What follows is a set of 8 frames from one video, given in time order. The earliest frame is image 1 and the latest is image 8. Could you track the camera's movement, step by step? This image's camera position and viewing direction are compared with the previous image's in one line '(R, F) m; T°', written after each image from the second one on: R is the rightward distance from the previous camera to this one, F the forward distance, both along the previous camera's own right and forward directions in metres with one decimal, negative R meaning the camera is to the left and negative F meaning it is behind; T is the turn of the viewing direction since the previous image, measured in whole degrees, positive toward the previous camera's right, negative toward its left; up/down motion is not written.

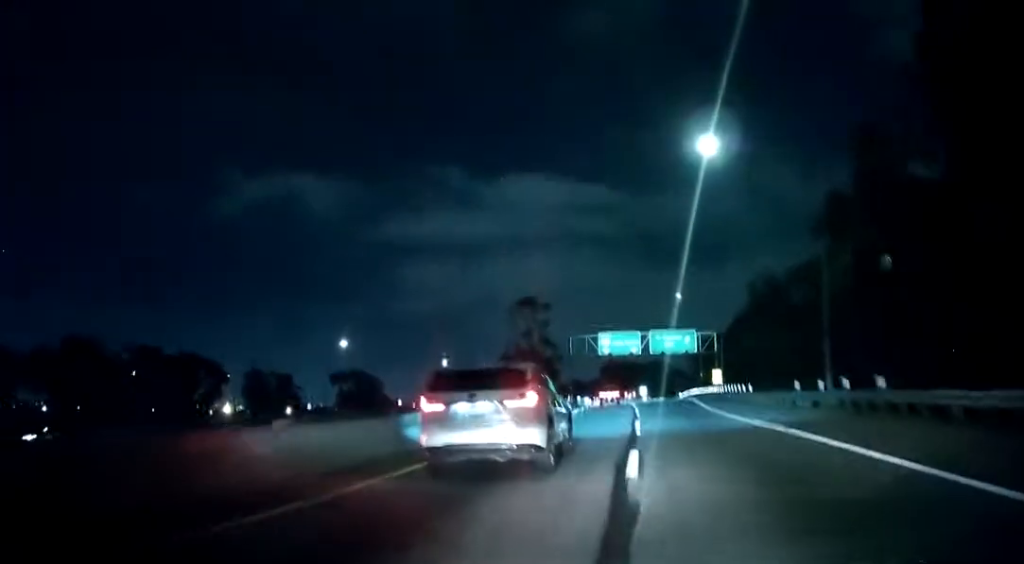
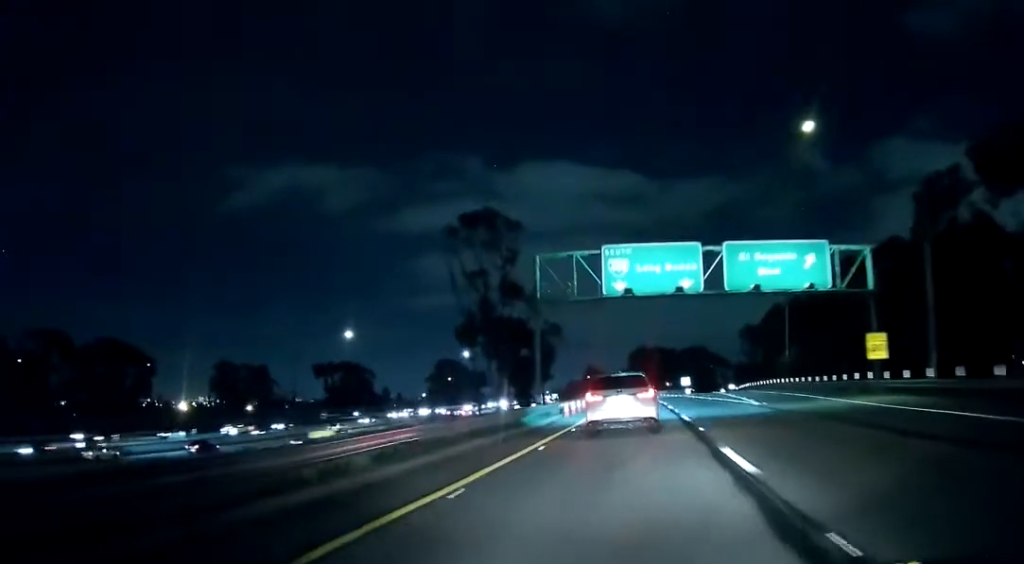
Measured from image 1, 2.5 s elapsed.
(-2.5, +58.6) m; -4°
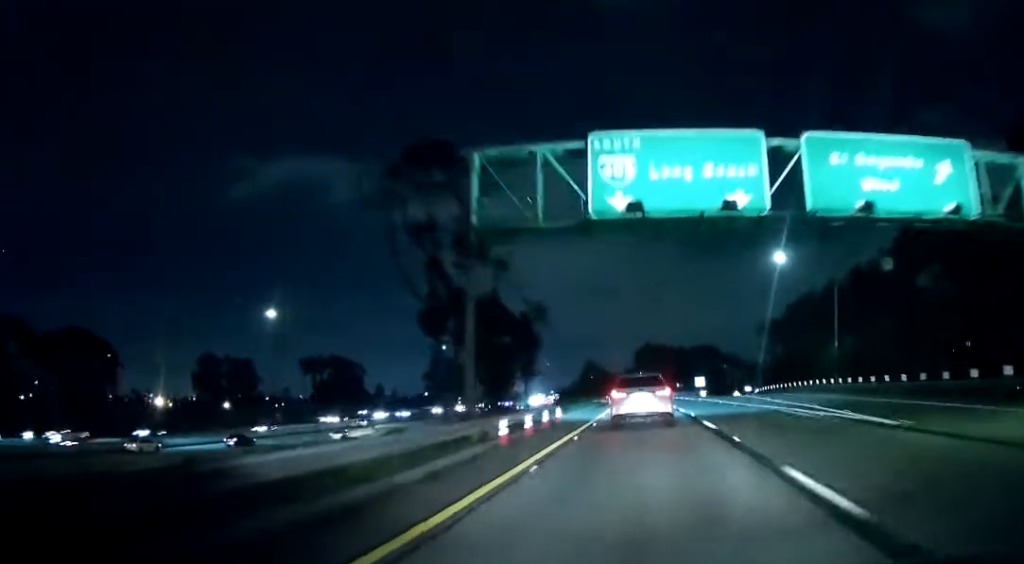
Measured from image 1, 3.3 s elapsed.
(0.0, +18.7) m; 0°
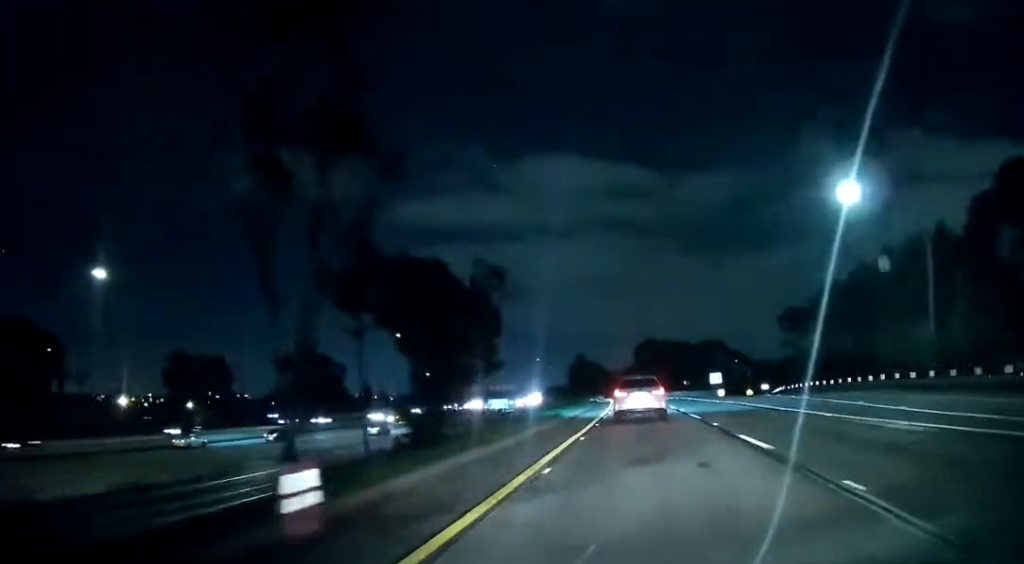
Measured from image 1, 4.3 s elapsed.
(0.0, +23.0) m; 0°
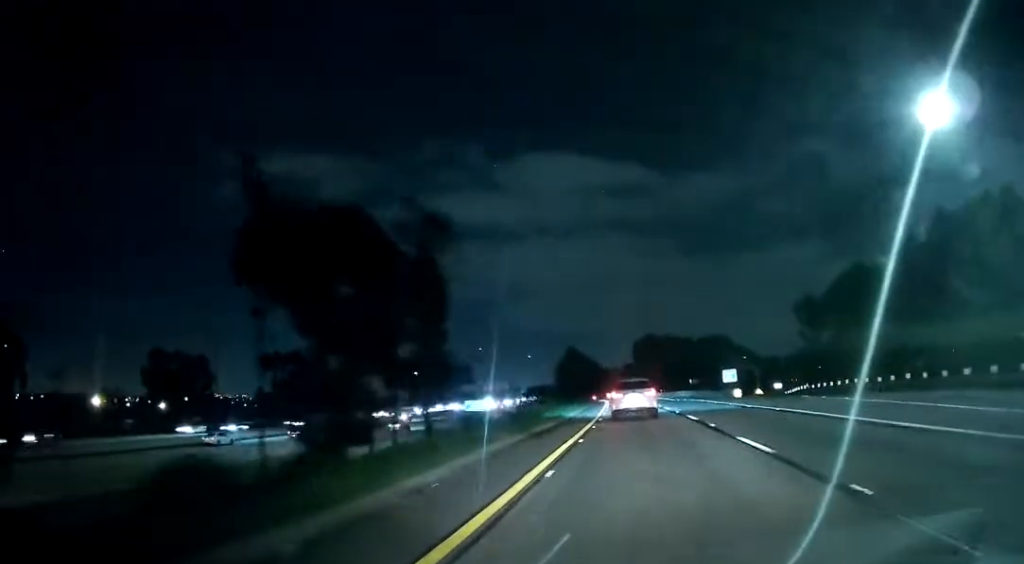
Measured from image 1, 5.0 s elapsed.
(0.0, +15.2) m; 0°
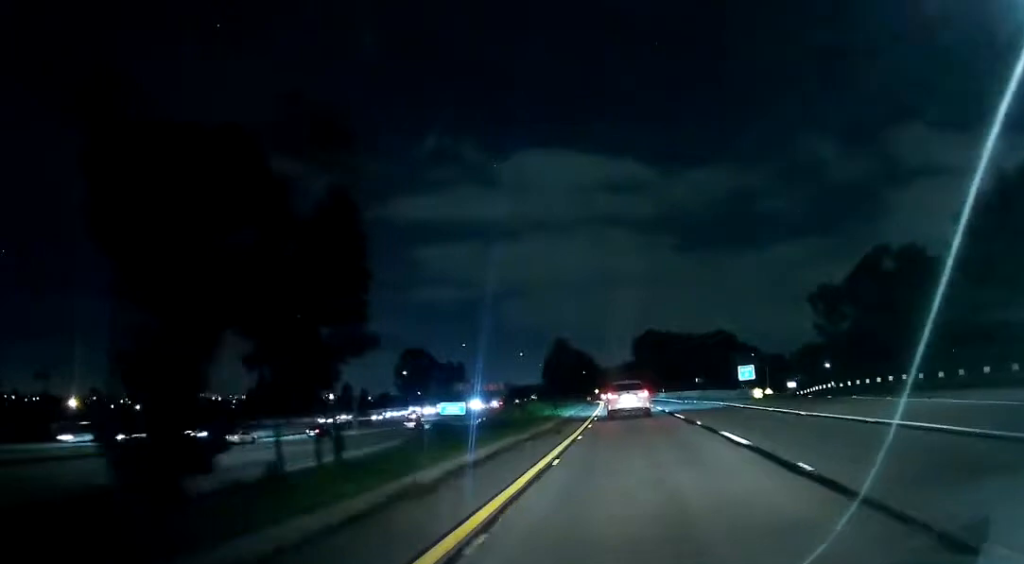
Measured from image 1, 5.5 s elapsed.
(0.0, +12.2) m; 0°
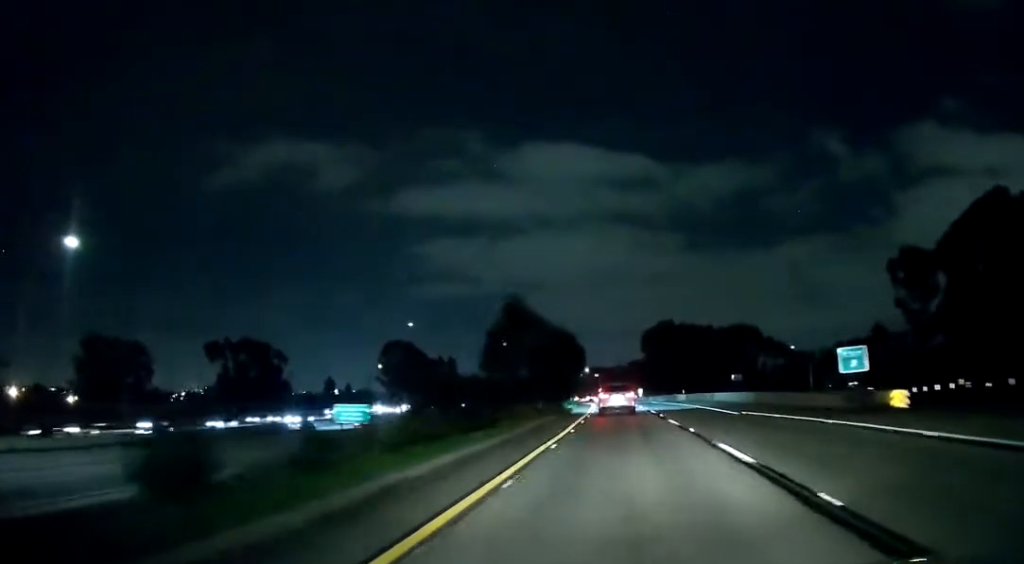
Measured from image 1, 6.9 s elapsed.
(-0.2, +33.1) m; -2°
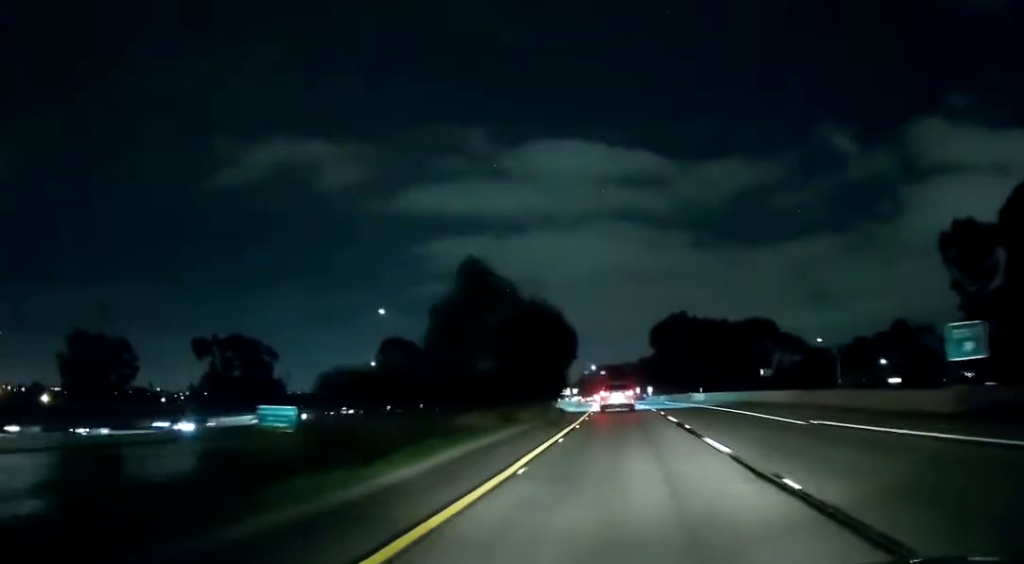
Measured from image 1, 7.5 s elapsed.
(-0.3, +12.5) m; -1°
